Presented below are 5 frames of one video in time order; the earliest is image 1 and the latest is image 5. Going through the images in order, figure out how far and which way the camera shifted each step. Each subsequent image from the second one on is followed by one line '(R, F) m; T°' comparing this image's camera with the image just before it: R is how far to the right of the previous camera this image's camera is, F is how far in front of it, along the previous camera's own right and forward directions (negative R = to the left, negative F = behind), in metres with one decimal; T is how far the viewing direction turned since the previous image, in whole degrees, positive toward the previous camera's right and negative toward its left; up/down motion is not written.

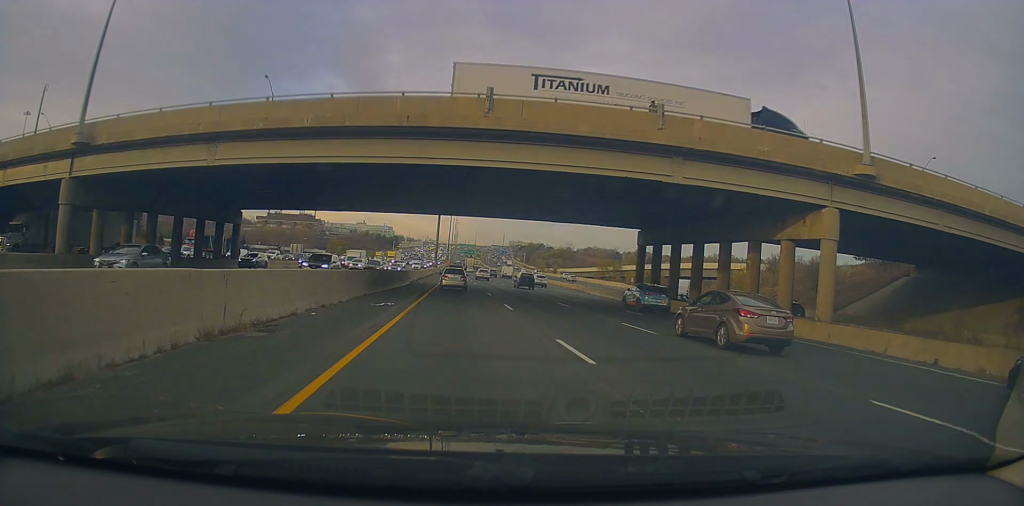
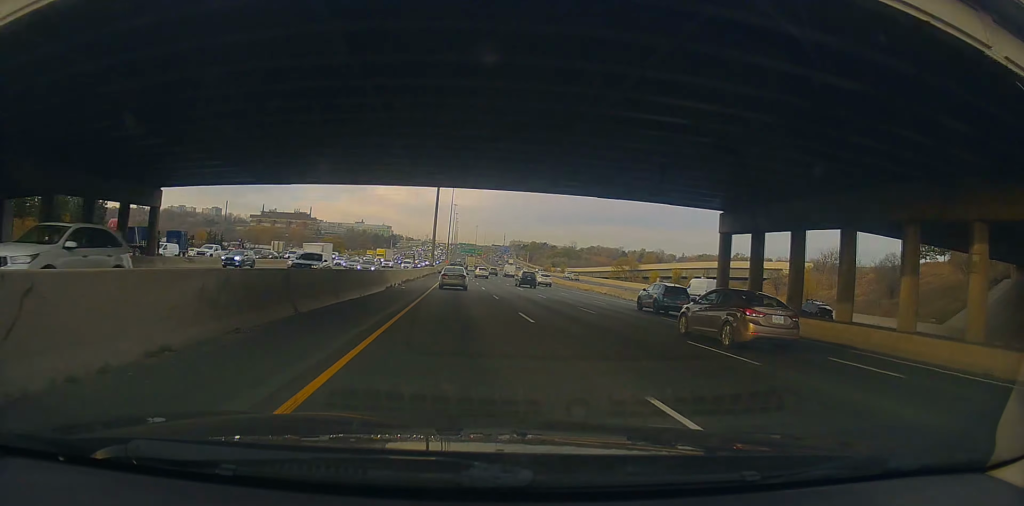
(-0.2, +17.7) m; 0°
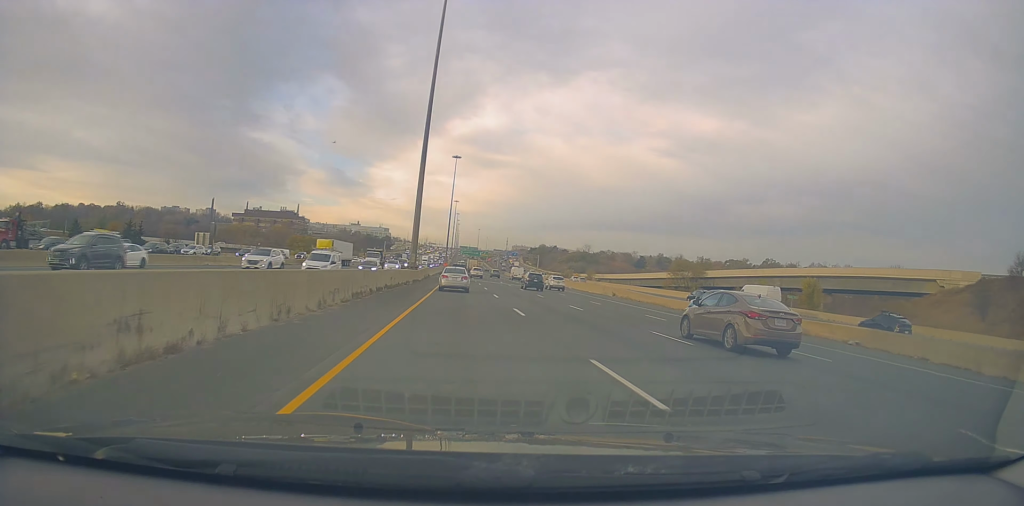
(-0.3, +47.0) m; 0°
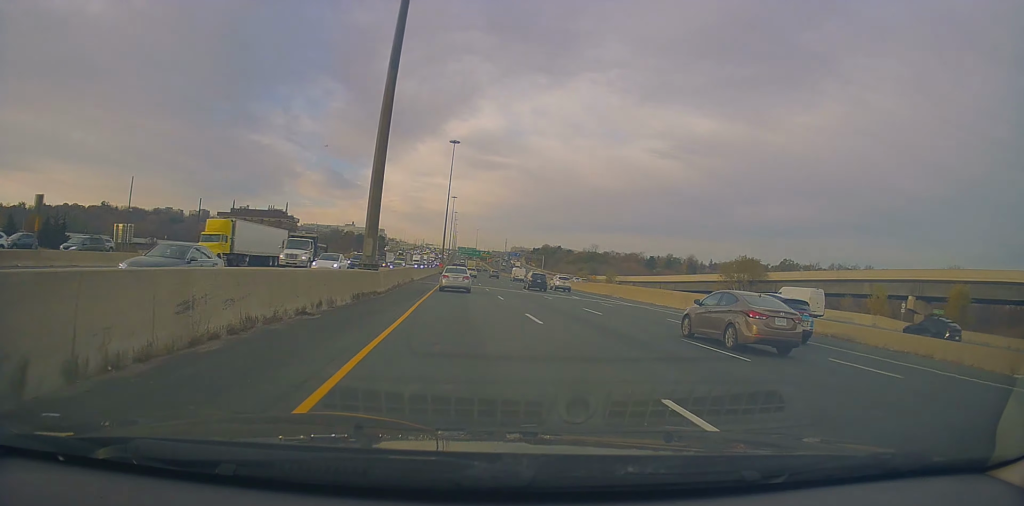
(+0.4, +27.7) m; +1°
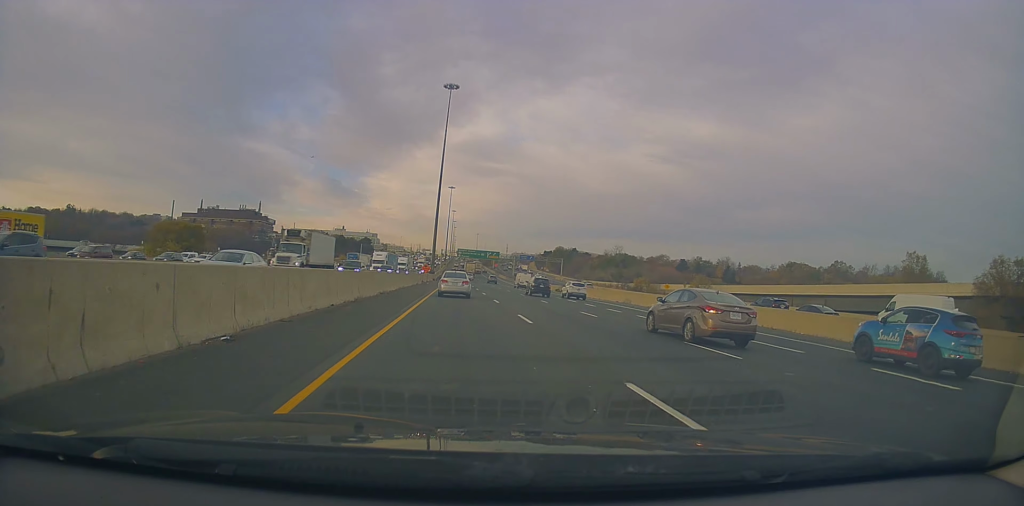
(-0.2, +60.1) m; 0°
